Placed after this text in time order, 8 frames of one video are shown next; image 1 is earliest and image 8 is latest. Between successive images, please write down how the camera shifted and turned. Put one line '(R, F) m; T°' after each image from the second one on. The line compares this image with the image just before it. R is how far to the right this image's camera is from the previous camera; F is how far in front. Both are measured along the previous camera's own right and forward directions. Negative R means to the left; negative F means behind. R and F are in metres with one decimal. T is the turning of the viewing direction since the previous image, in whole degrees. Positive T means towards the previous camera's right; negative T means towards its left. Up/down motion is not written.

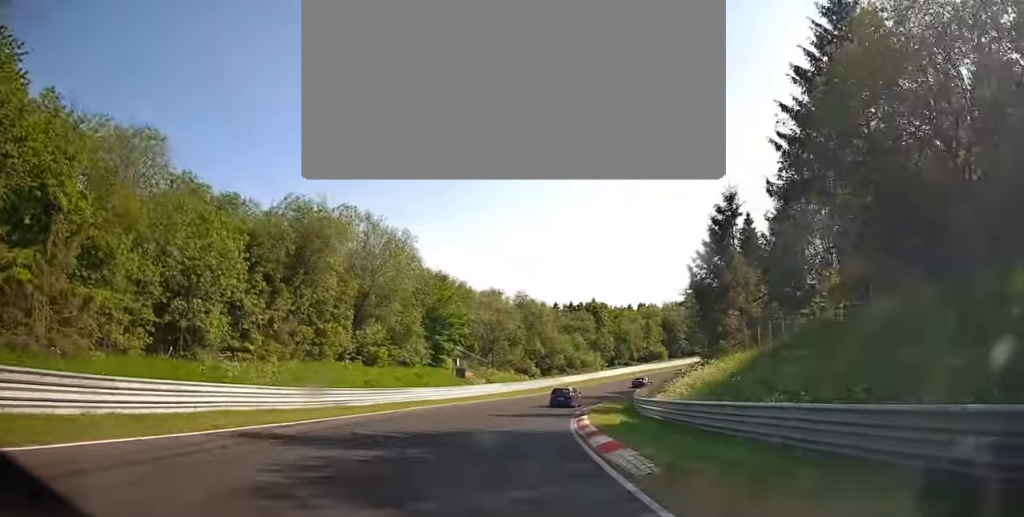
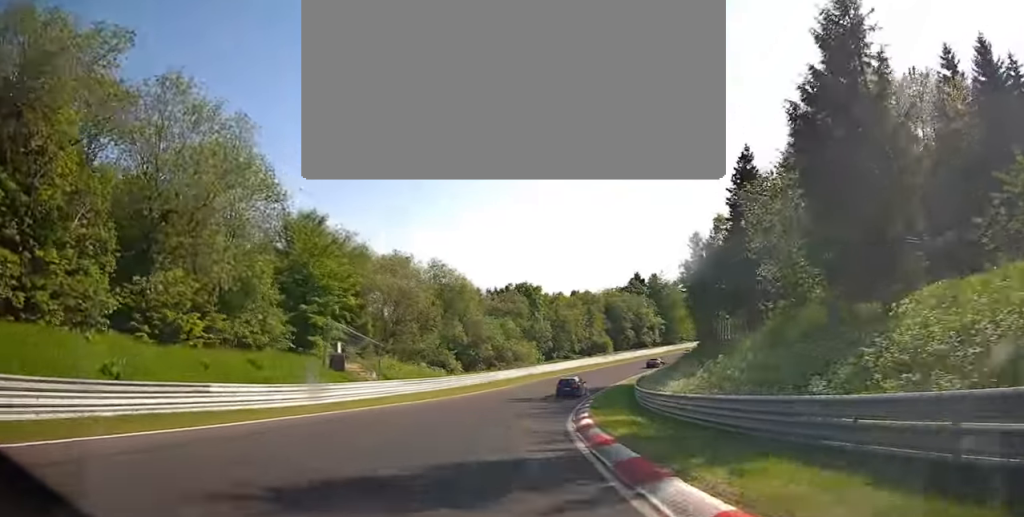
(+2.2, +21.0) m; +9°
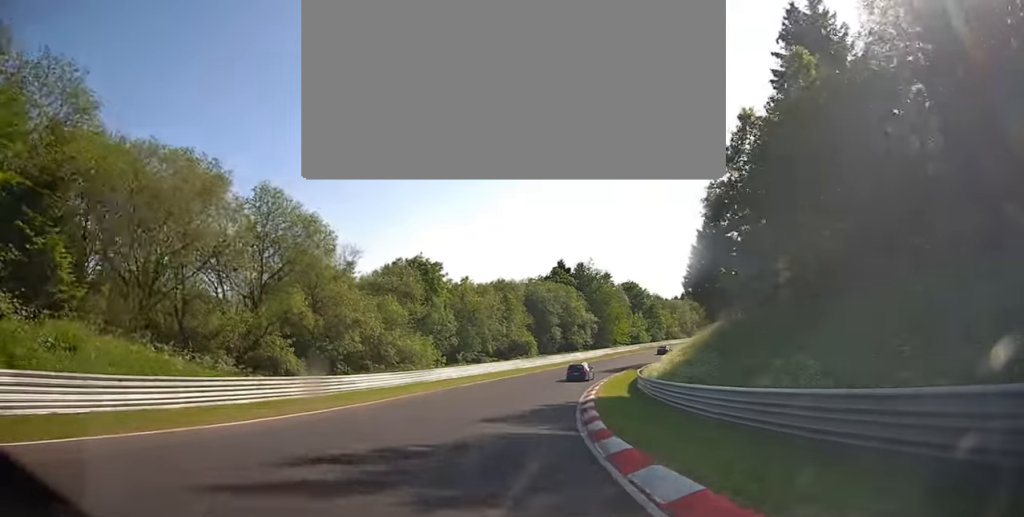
(+3.0, +27.0) m; +12°
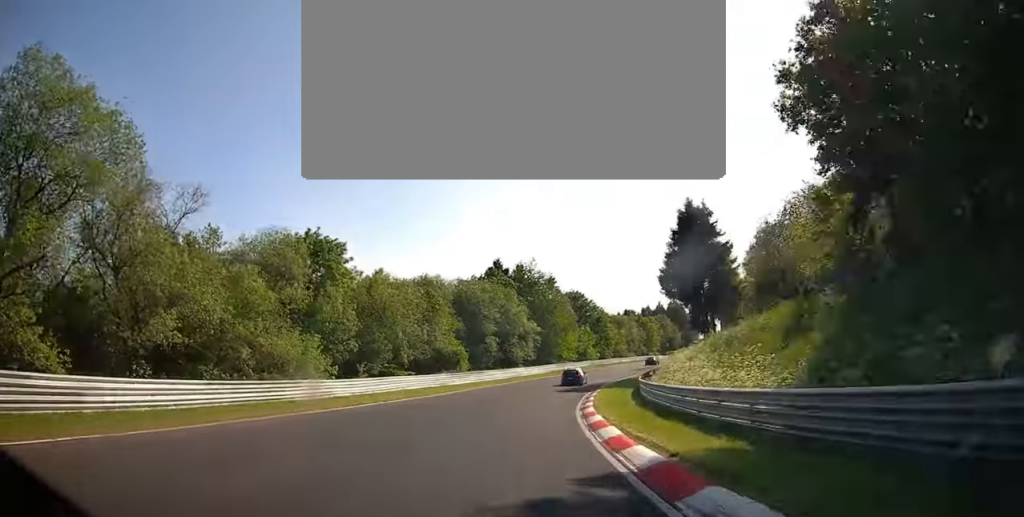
(+0.8, +18.2) m; +7°
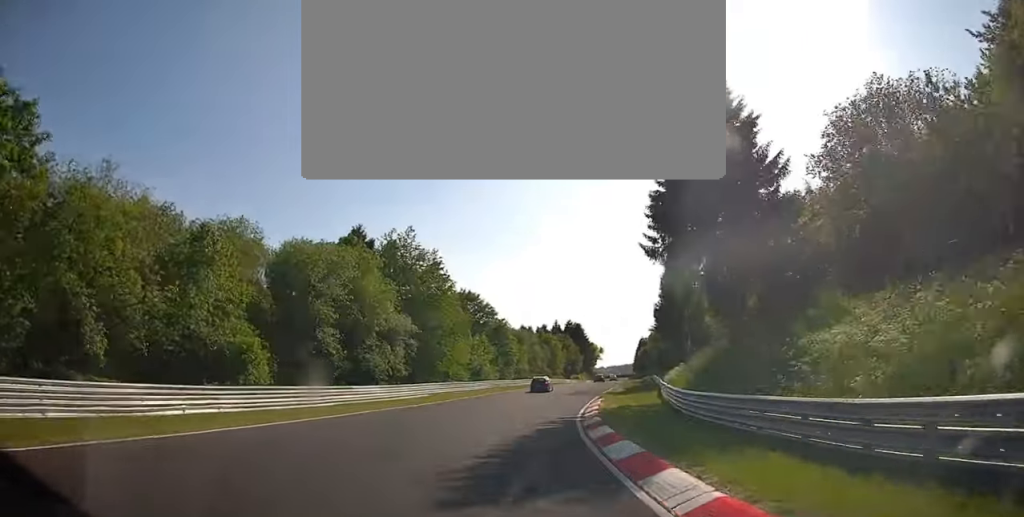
(+2.8, +32.1) m; +10°
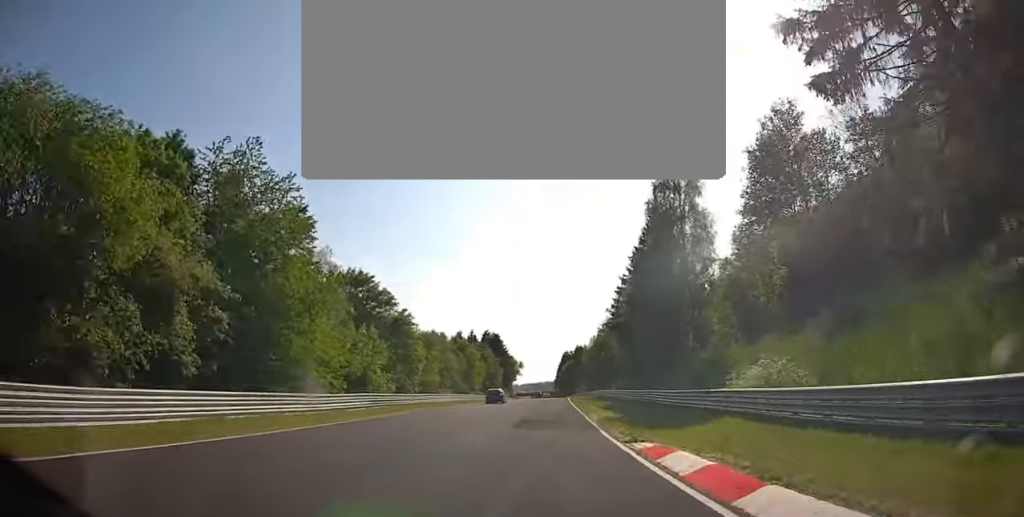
(+2.2, +27.4) m; +5°
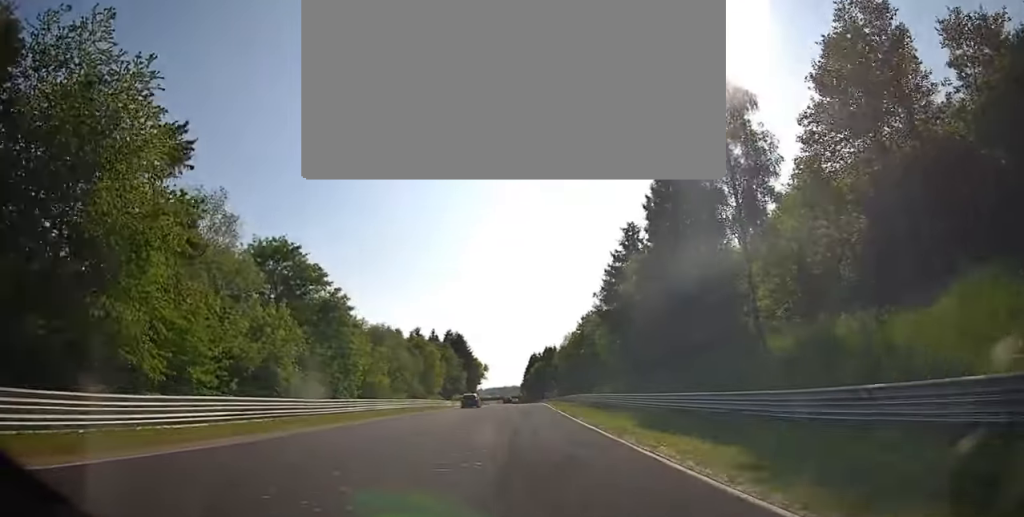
(+0.5, +16.7) m; +2°
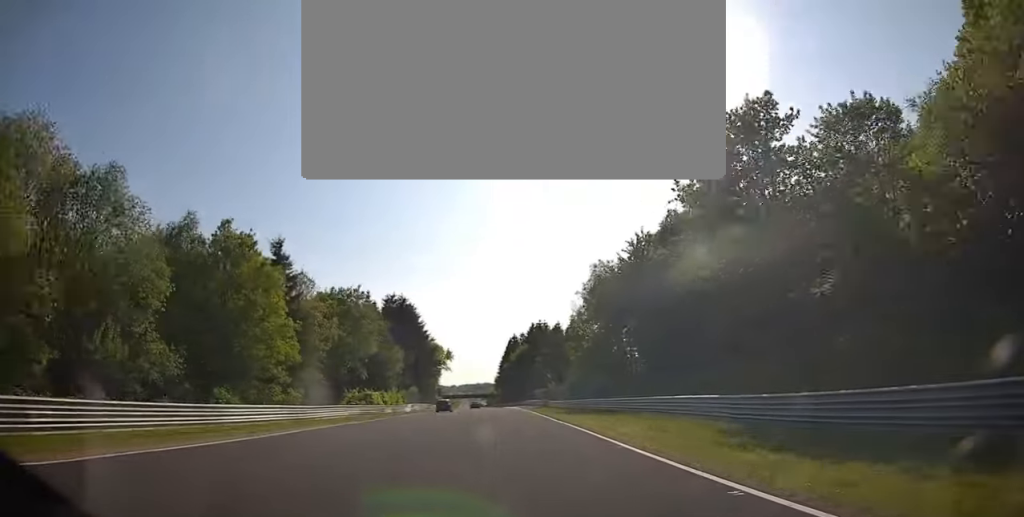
(+2.6, +71.8) m; +3°
